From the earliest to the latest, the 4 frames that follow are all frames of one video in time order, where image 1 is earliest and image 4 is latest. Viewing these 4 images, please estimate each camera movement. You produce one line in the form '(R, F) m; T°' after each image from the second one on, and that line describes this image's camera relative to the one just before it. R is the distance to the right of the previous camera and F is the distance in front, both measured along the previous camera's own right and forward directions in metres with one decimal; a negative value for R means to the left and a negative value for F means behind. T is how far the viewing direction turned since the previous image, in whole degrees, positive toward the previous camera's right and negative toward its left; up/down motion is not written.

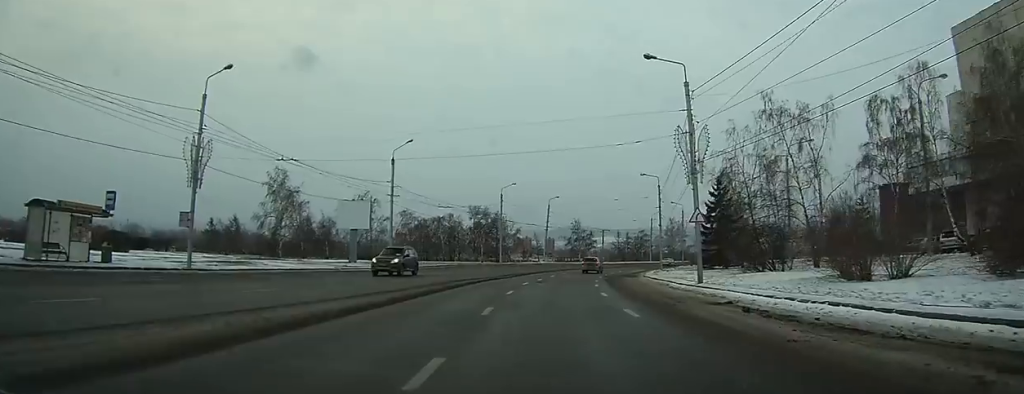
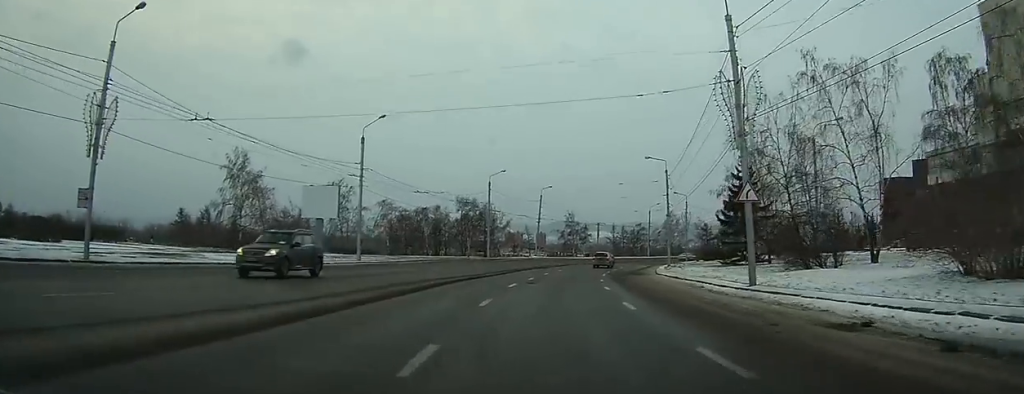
(0.0, +7.7) m; +1°
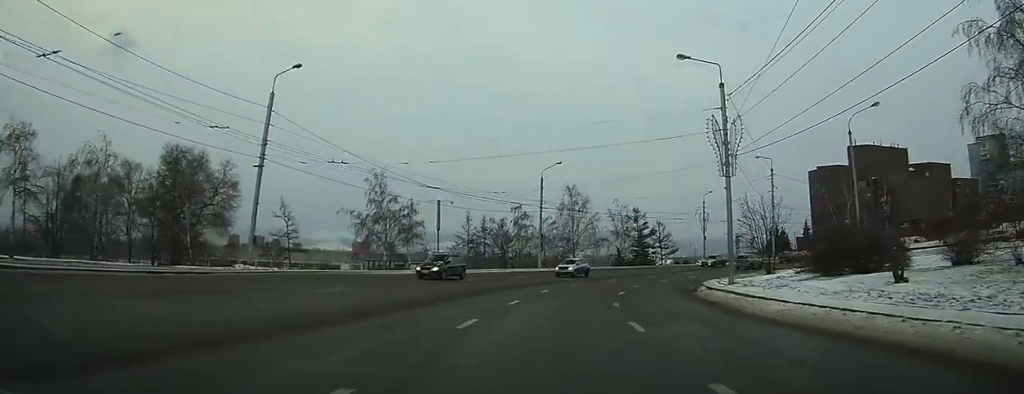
(+8.6, +66.8) m; +16°
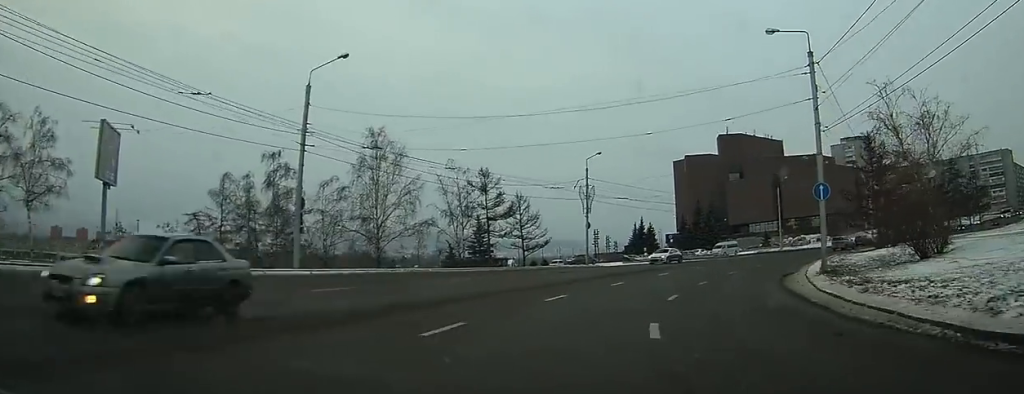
(+4.4, +31.2) m; +17°
